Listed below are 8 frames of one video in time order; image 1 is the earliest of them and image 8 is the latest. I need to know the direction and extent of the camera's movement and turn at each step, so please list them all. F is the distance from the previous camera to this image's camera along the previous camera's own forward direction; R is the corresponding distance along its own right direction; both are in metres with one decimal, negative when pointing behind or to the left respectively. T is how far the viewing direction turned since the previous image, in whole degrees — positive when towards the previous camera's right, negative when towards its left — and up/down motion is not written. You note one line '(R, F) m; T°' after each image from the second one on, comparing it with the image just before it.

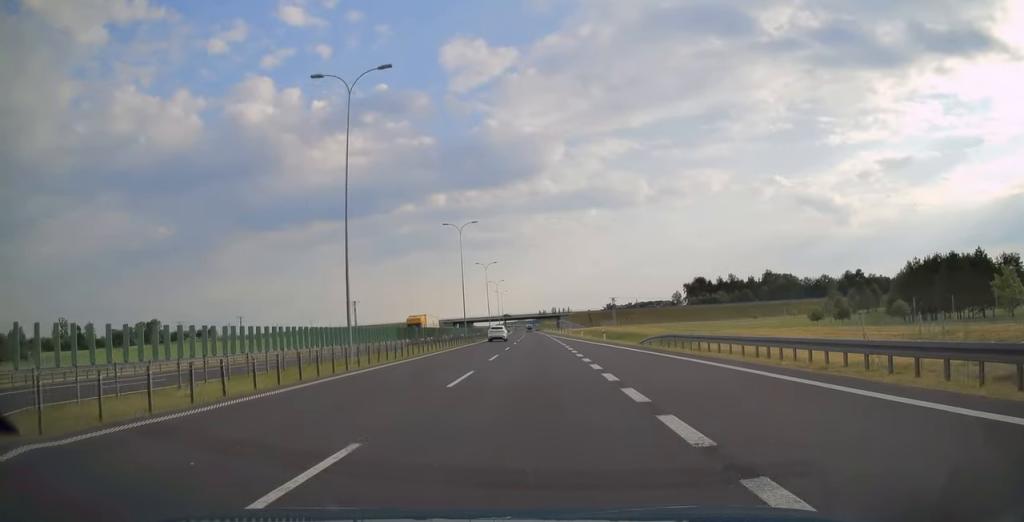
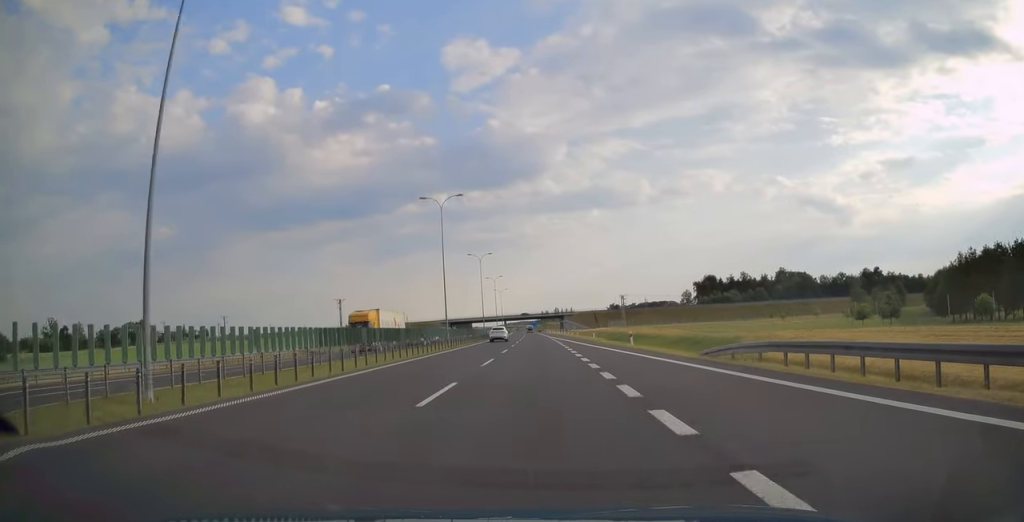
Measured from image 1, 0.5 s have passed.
(0.0, +15.3) m; 0°
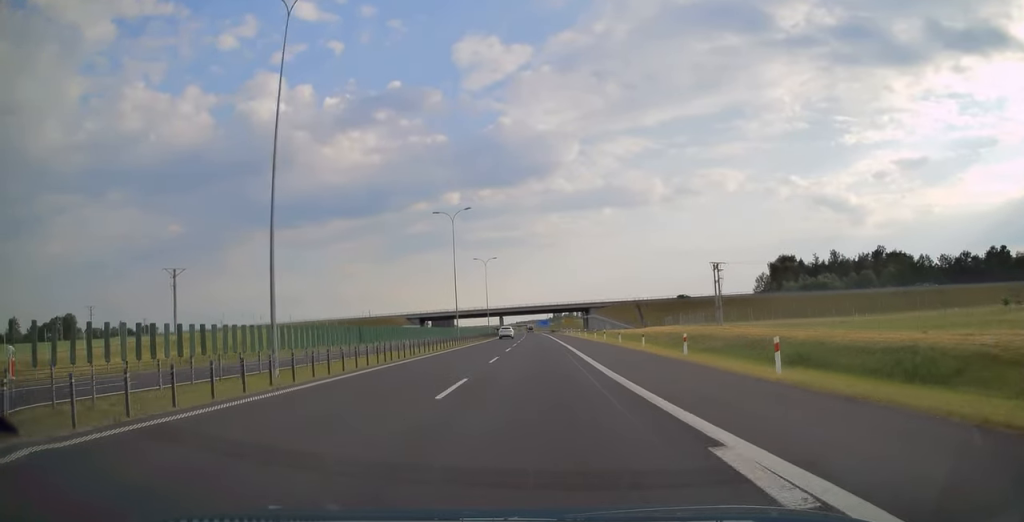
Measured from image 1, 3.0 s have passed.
(-0.6, +82.6) m; -1°
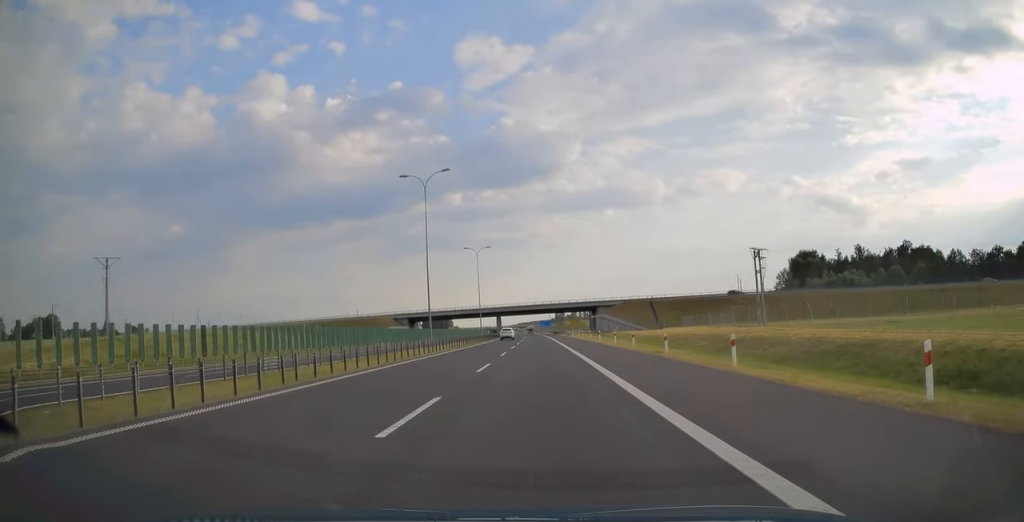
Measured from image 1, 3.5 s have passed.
(-0.1, +16.4) m; 0°
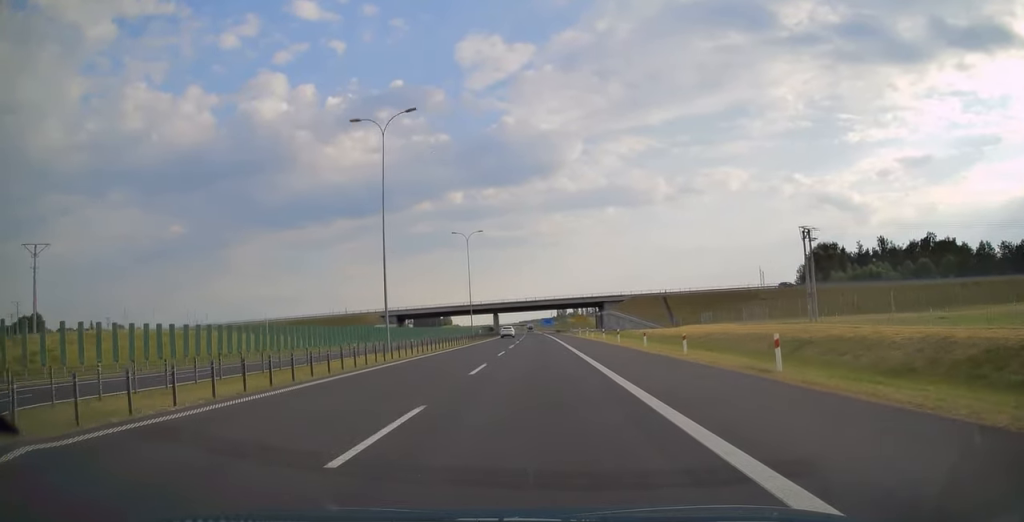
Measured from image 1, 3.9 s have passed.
(-0.1, +13.7) m; 0°
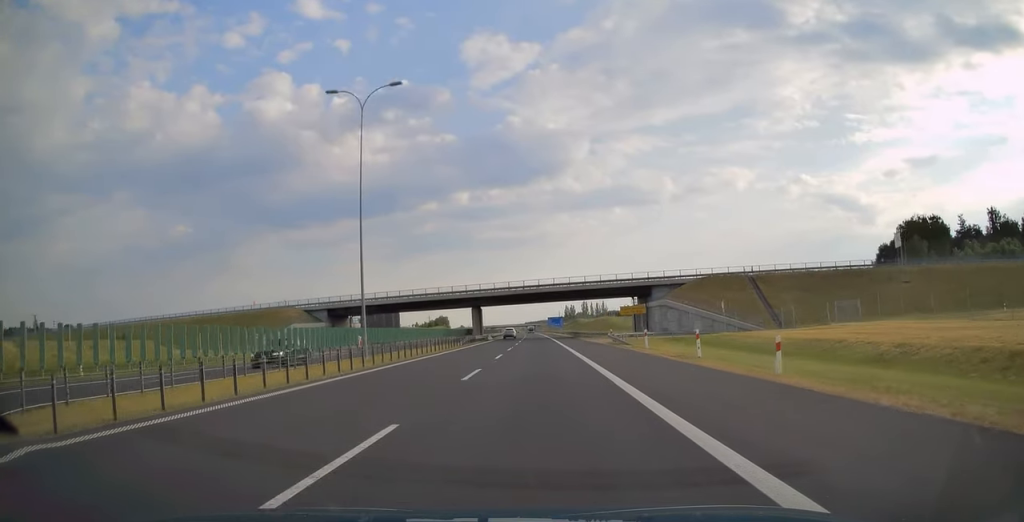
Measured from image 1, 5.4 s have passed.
(-0.1, +49.6) m; 0°
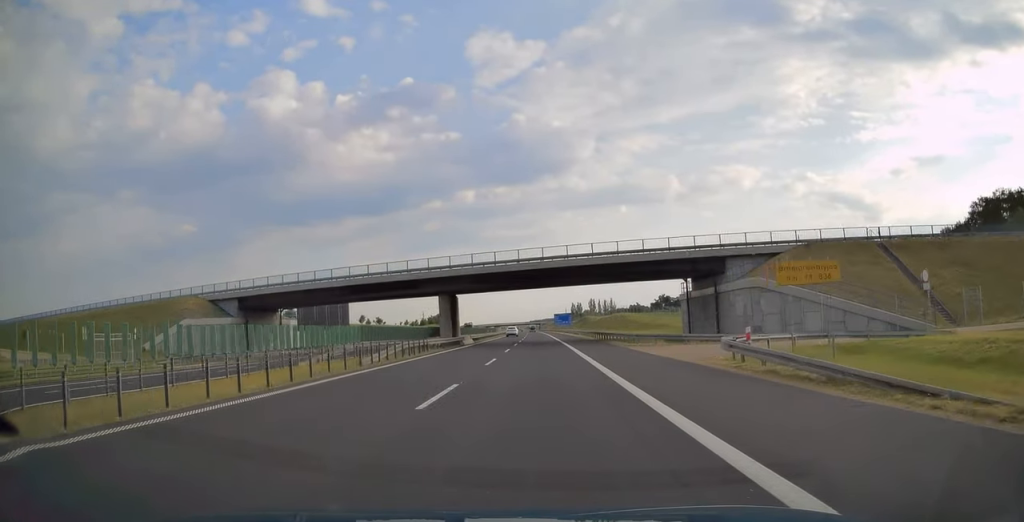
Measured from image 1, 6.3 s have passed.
(-0.1, +29.9) m; 0°
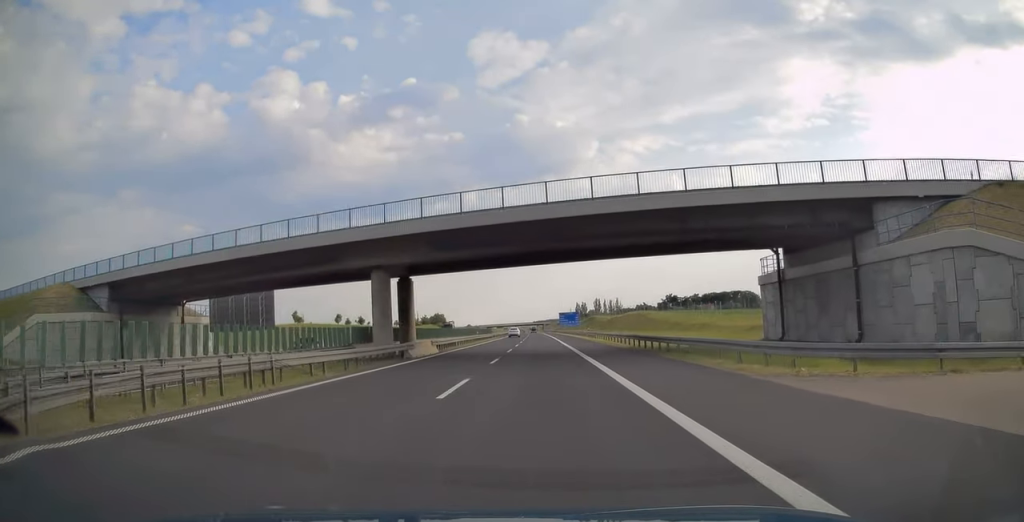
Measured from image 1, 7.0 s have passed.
(-0.1, +22.3) m; 0°
